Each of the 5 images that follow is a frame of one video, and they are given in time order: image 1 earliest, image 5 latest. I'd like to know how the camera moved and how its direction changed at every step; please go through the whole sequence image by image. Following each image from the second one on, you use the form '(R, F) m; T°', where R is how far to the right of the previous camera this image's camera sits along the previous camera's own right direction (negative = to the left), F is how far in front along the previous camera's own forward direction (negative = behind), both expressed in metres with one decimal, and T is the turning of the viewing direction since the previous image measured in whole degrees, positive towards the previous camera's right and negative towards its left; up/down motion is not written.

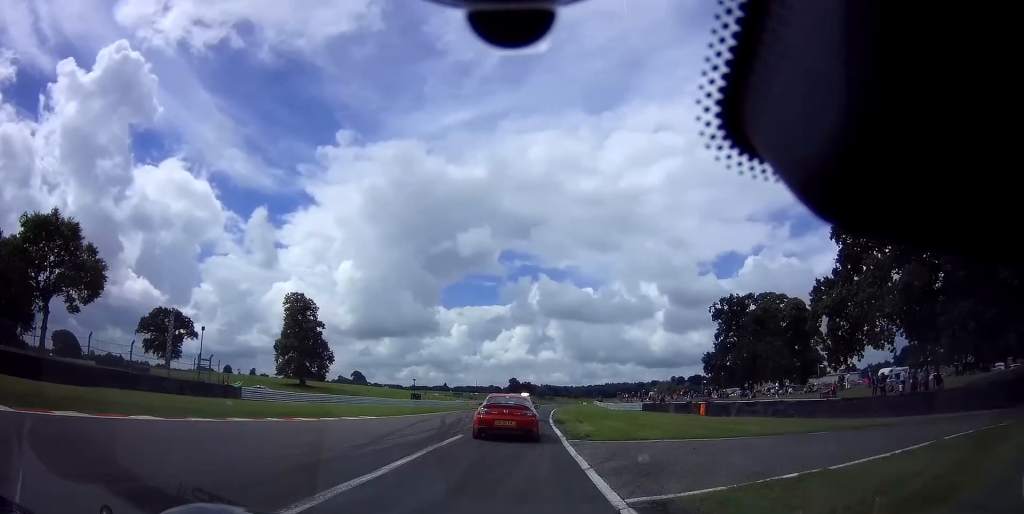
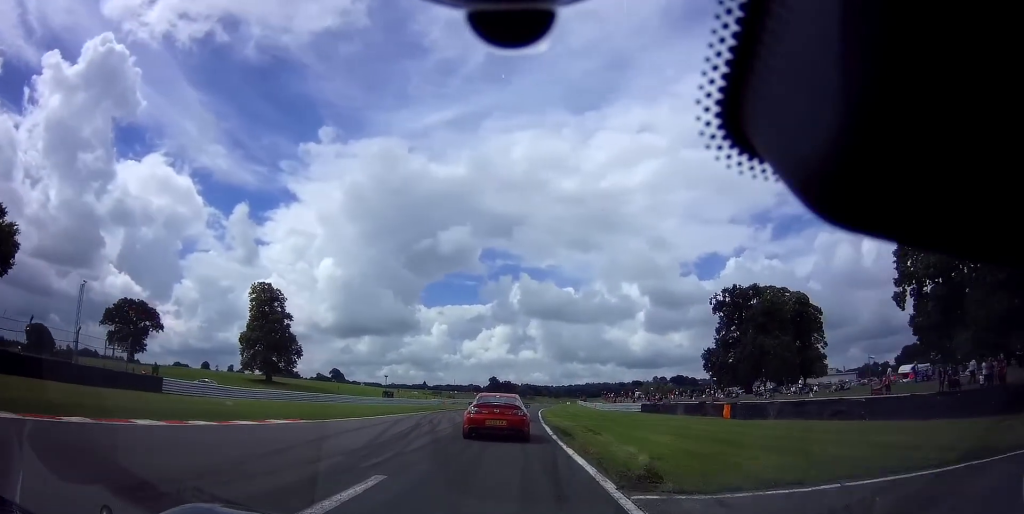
(+0.1, +8.8) m; +2°
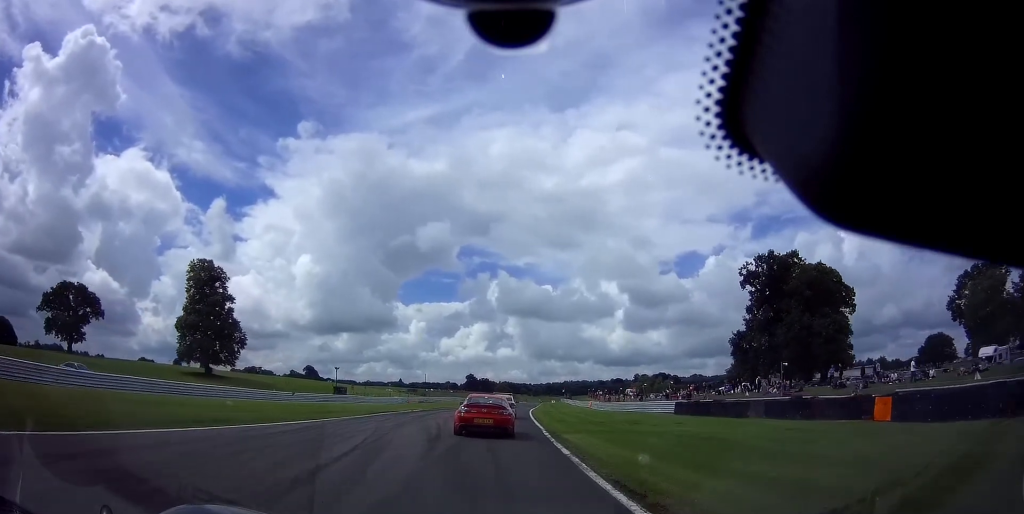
(+0.7, +18.4) m; +2°
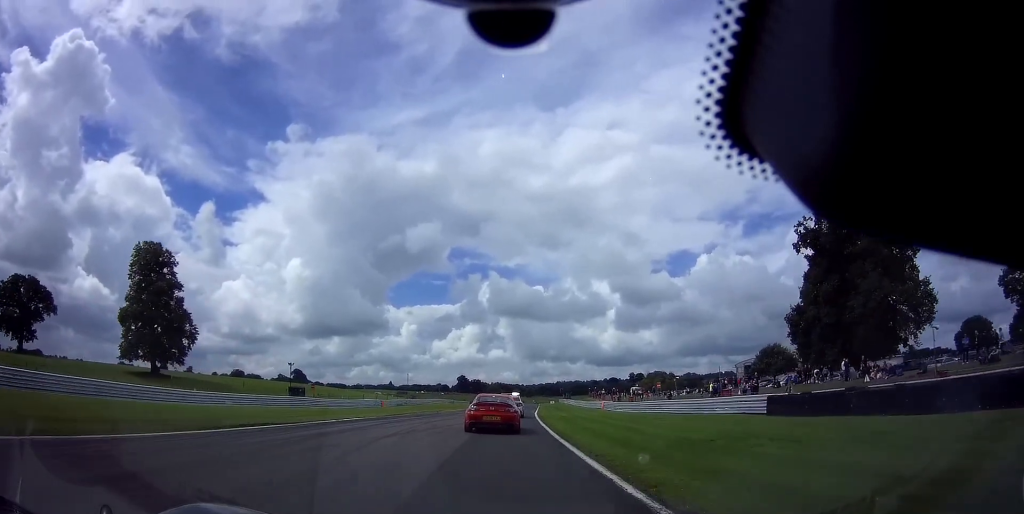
(-0.2, +15.9) m; +1°
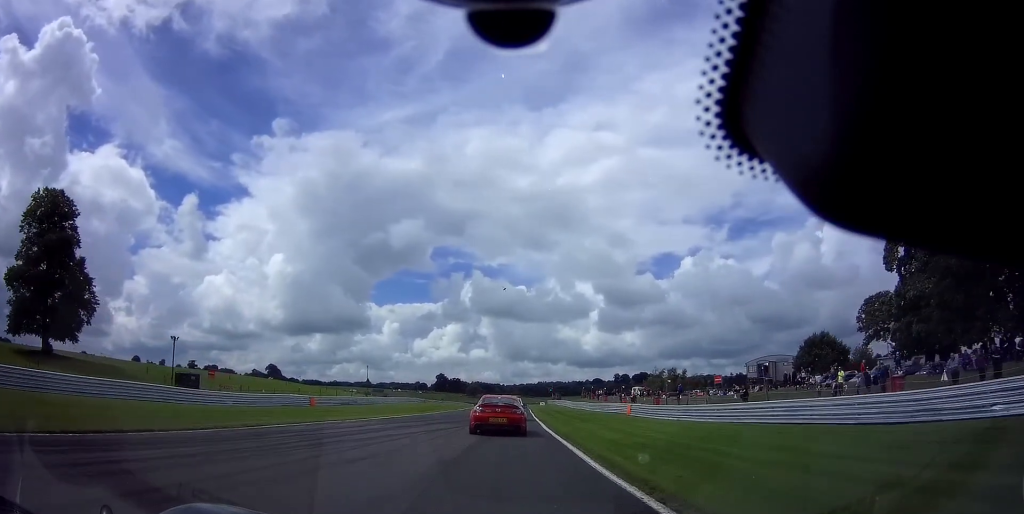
(+0.8, +22.0) m; +2°
